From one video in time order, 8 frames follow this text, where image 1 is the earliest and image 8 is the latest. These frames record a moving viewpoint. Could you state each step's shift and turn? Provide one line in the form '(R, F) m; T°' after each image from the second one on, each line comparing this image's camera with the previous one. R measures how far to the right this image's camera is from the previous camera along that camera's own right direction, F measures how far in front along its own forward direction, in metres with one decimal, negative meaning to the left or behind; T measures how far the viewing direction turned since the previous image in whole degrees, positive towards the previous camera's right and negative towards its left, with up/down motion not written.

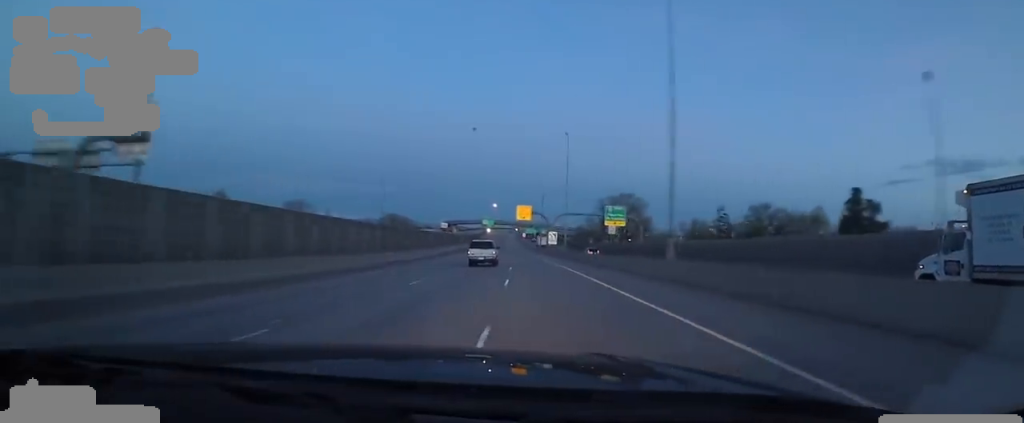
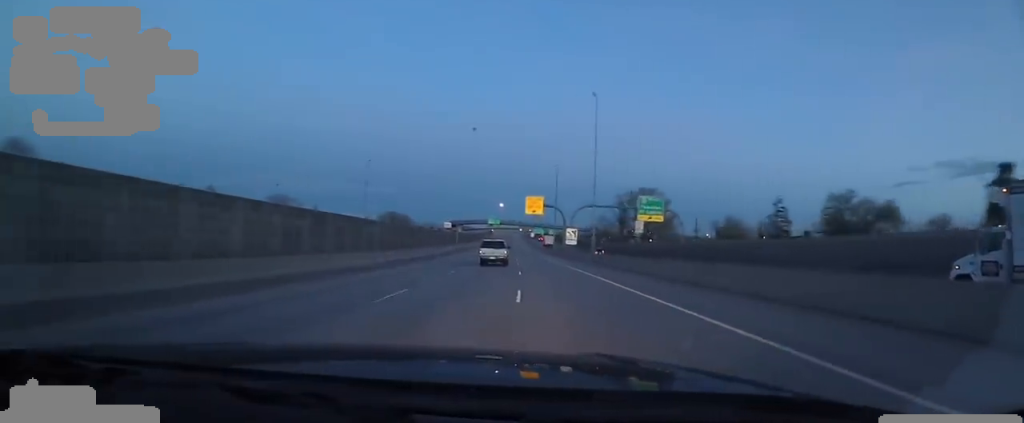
(-0.3, +17.6) m; -1°
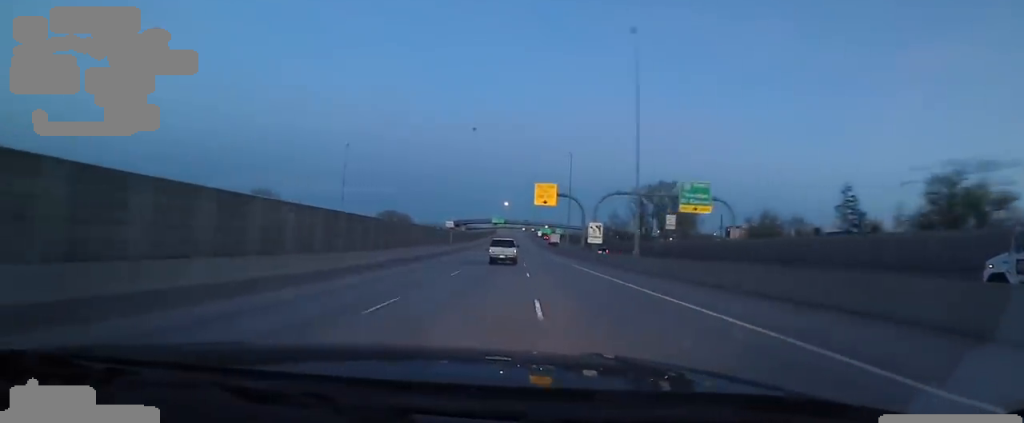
(-0.5, +14.9) m; -2°
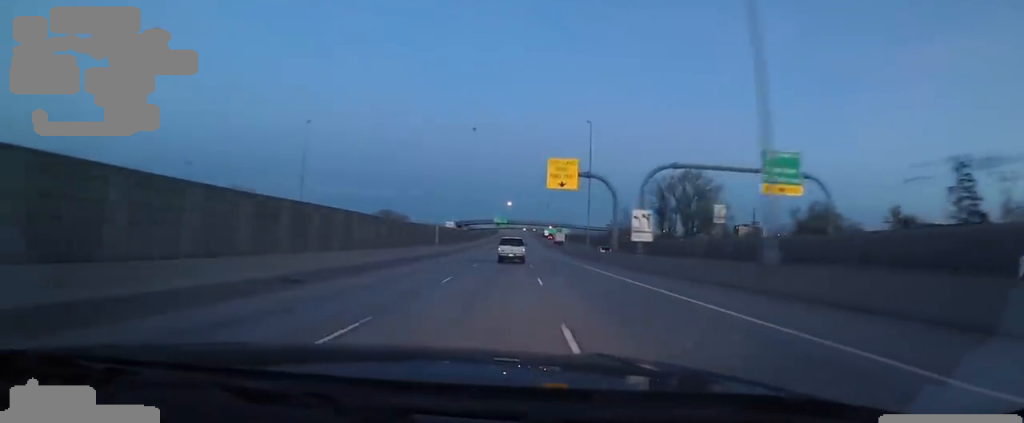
(0.0, +16.4) m; 0°
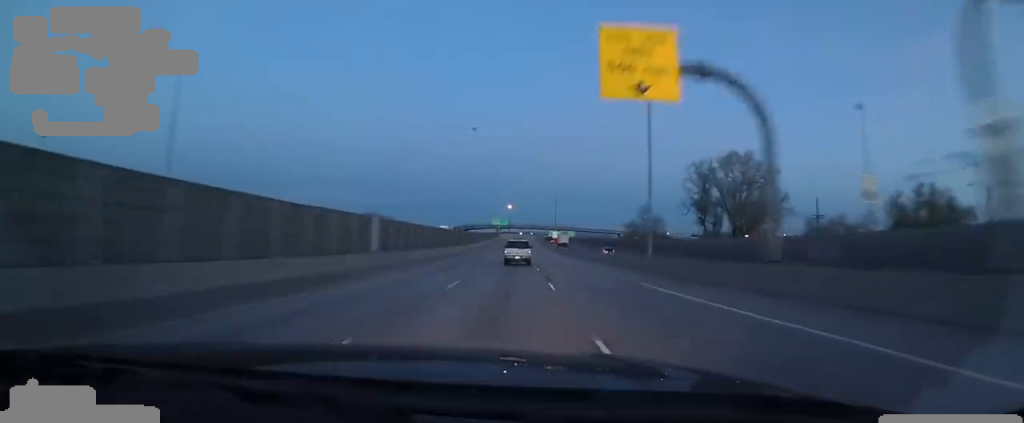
(0.0, +25.2) m; 0°
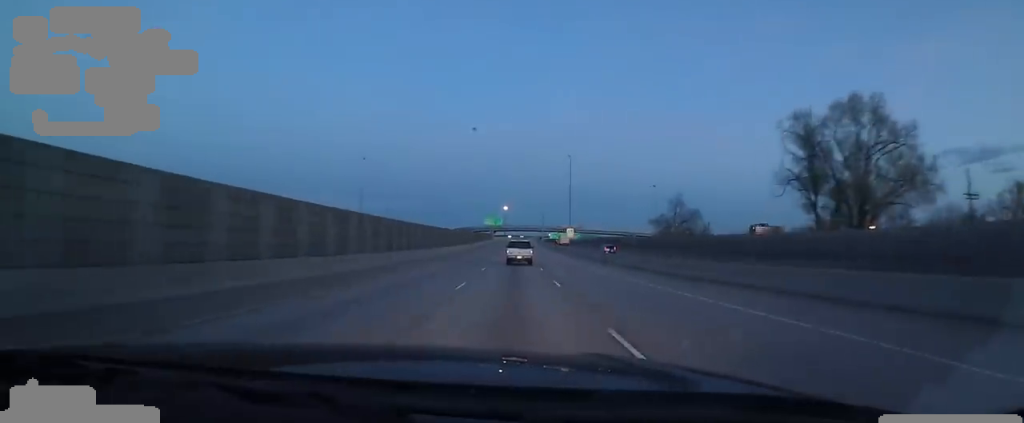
(0.0, +35.5) m; 0°
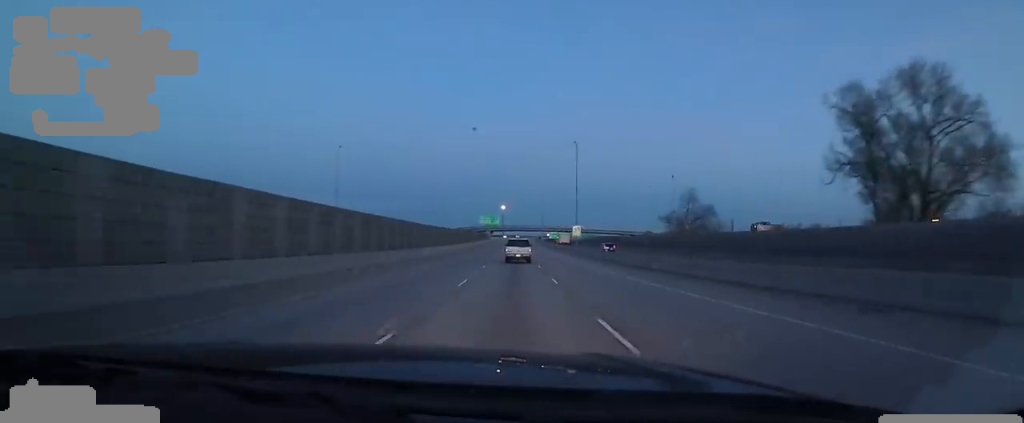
(0.0, +10.8) m; 0°
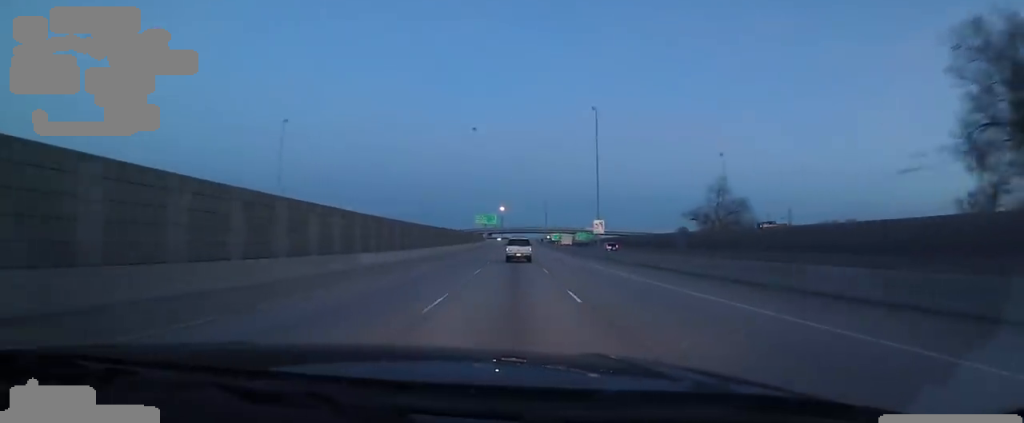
(0.0, +18.3) m; 0°
